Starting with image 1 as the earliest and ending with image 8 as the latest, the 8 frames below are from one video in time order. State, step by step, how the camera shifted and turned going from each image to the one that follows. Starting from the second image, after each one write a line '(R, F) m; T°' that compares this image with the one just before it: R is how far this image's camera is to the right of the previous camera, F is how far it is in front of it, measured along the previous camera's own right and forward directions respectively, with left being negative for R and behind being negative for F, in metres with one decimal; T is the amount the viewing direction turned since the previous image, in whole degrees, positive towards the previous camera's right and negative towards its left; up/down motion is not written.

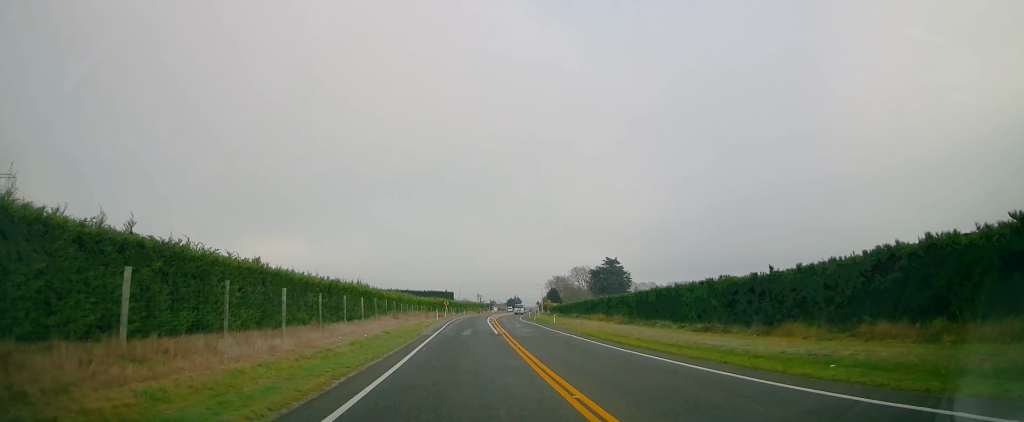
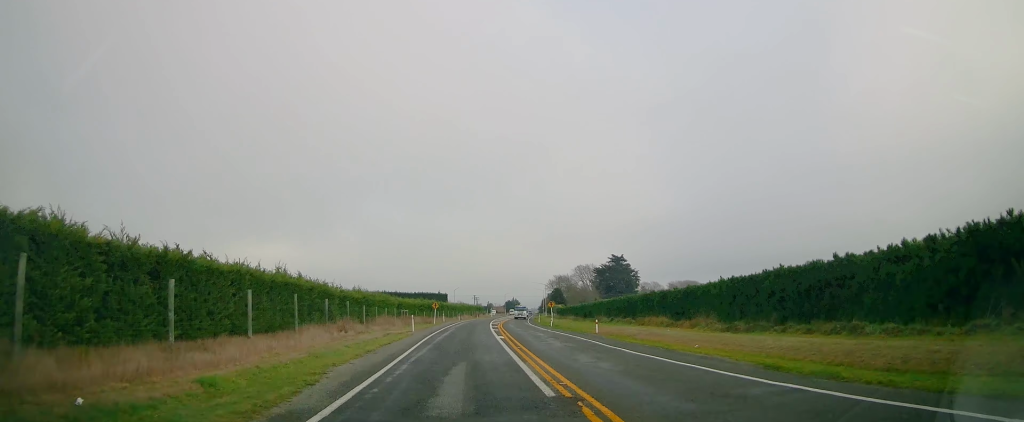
(0.0, +21.2) m; 0°
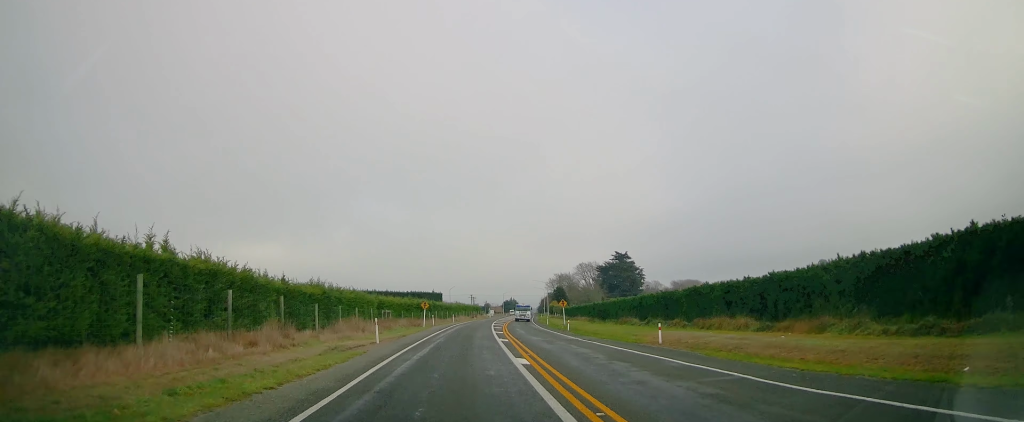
(0.0, +13.2) m; 0°
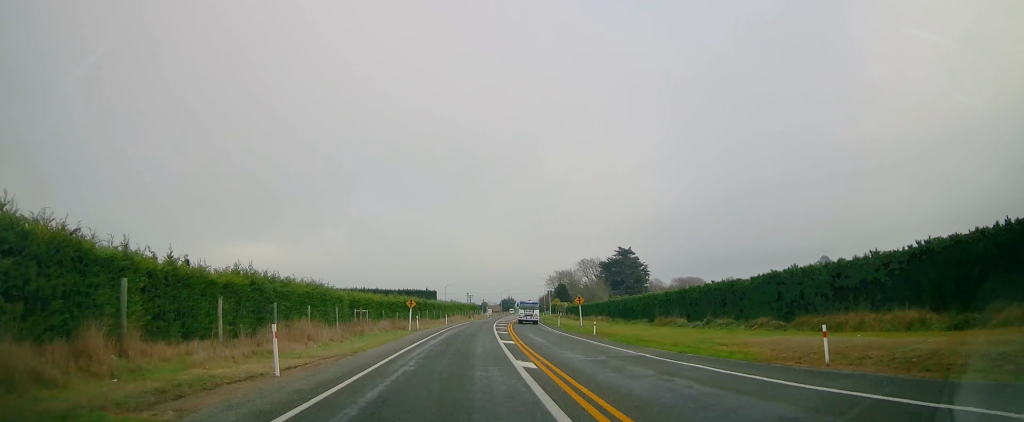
(-0.1, +12.3) m; 0°
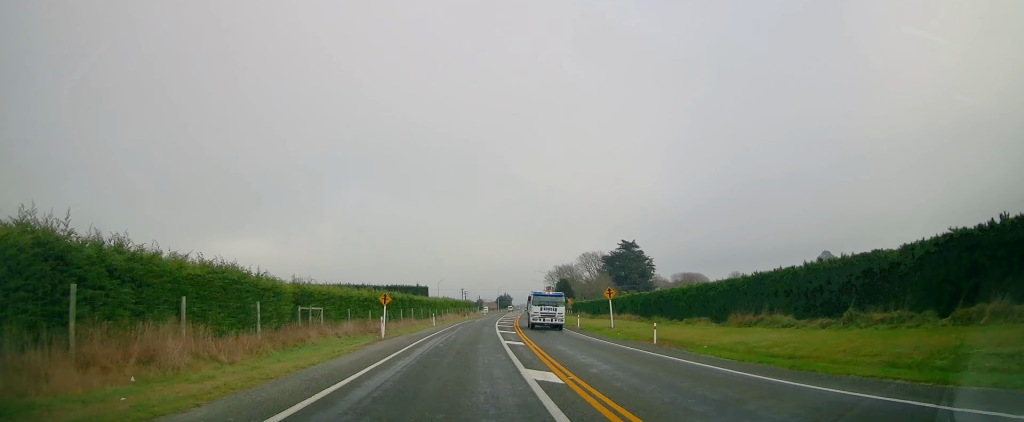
(+0.2, +14.0) m; +1°
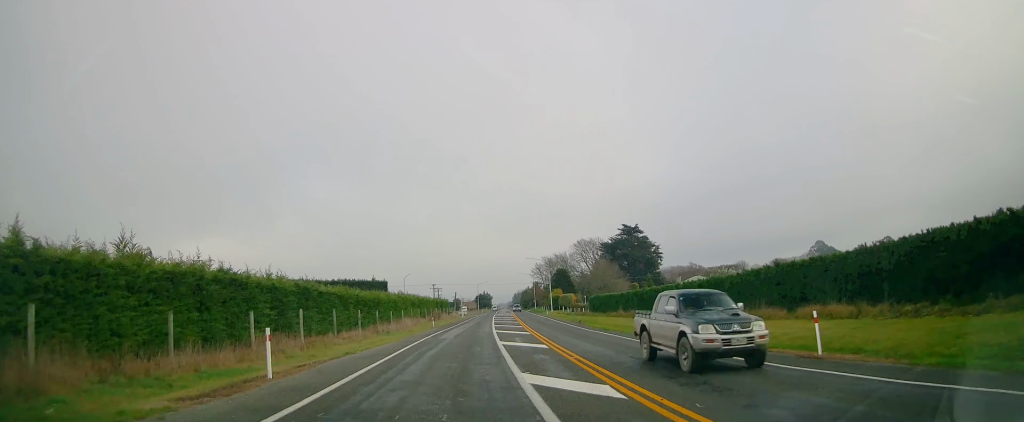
(+0.8, +36.8) m; +2°
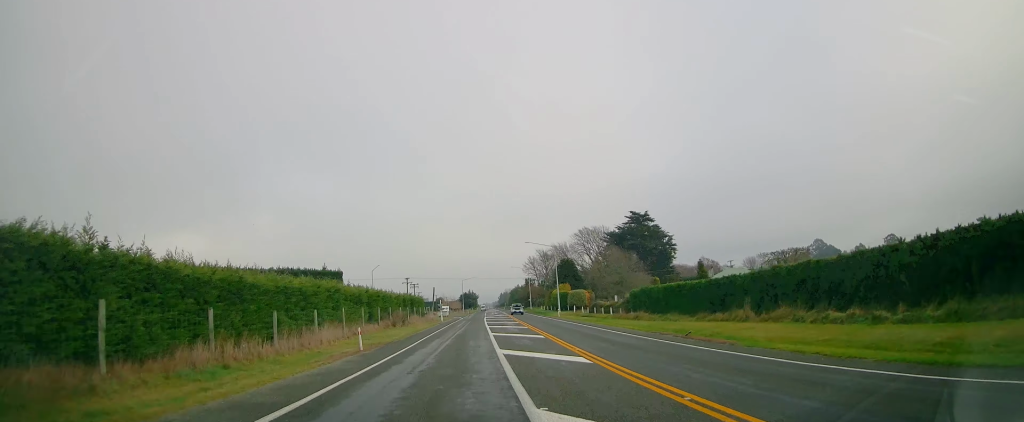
(+0.1, +28.1) m; +1°
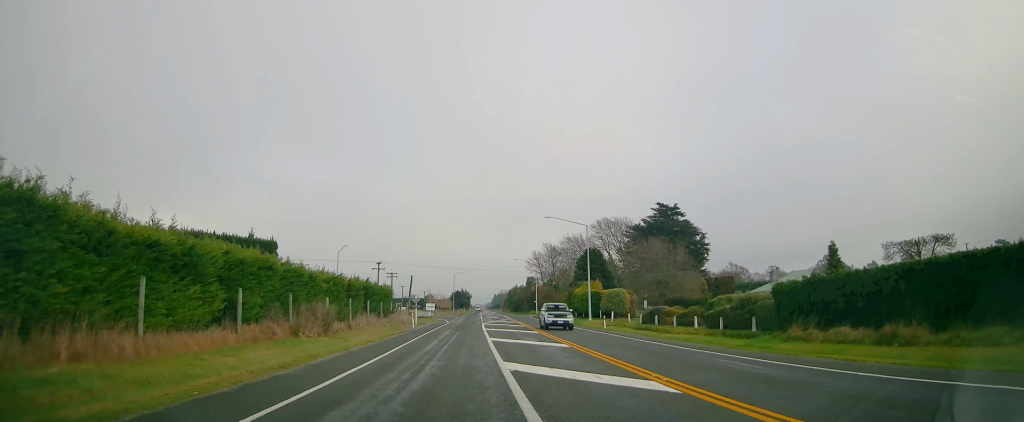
(+0.4, +28.1) m; +2°
